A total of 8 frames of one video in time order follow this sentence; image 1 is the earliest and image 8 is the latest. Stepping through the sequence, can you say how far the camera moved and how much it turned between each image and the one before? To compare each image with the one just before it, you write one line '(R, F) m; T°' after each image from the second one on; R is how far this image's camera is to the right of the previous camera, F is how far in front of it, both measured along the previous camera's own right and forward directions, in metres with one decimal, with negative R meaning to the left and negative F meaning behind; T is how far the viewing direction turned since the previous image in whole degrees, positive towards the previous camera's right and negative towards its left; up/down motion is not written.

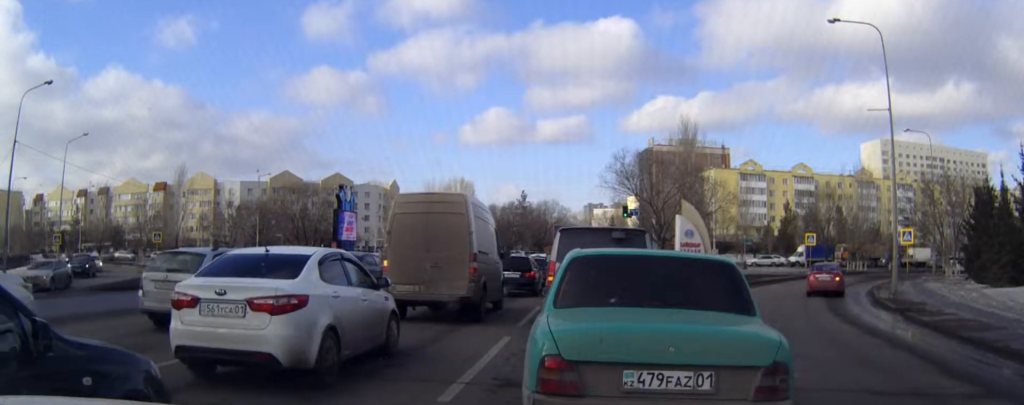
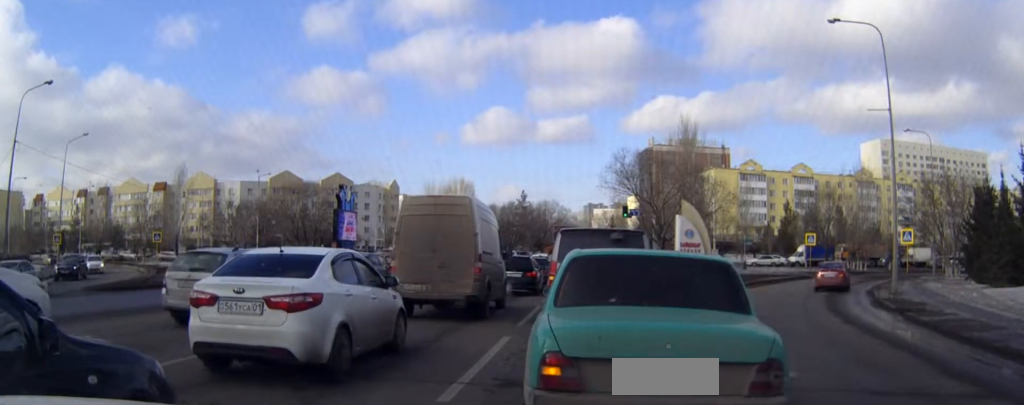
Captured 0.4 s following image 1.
(0.0, 0.0) m; 0°
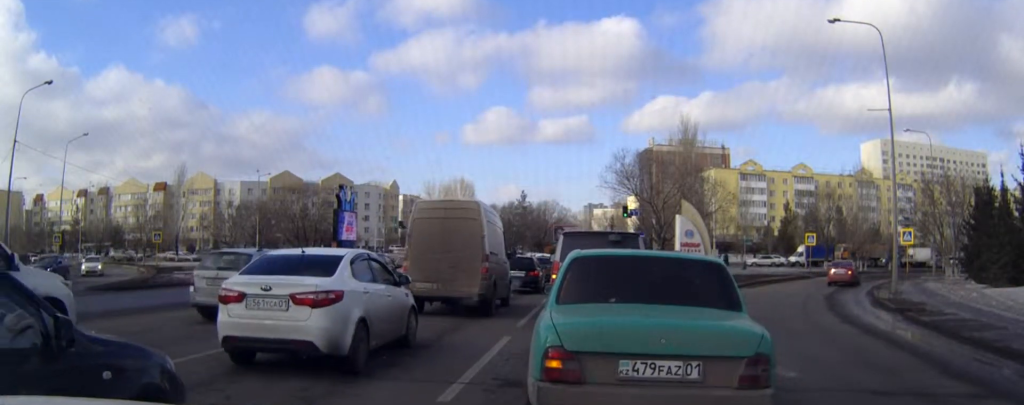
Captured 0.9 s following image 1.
(0.0, 0.0) m; 0°
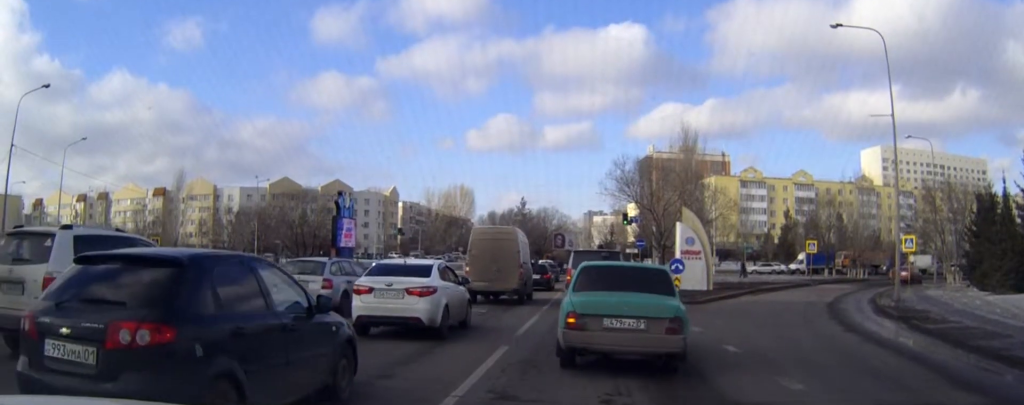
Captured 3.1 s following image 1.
(0.0, 0.0) m; 0°
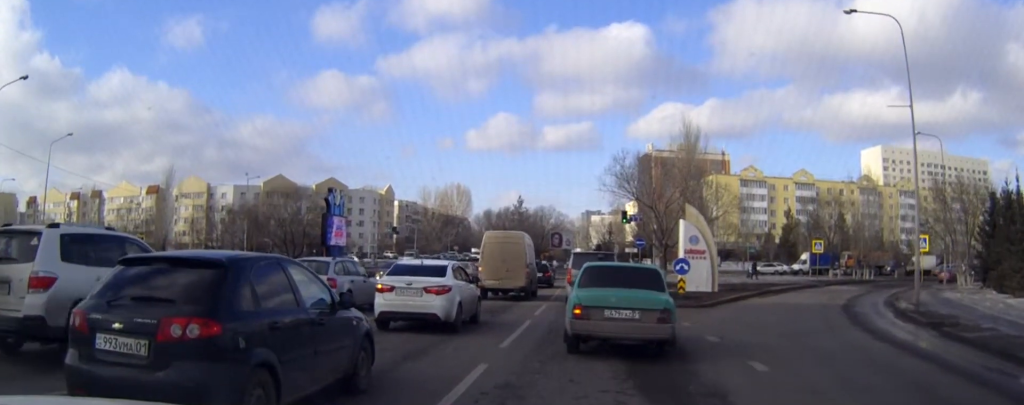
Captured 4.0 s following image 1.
(-0.1, +1.9) m; -1°
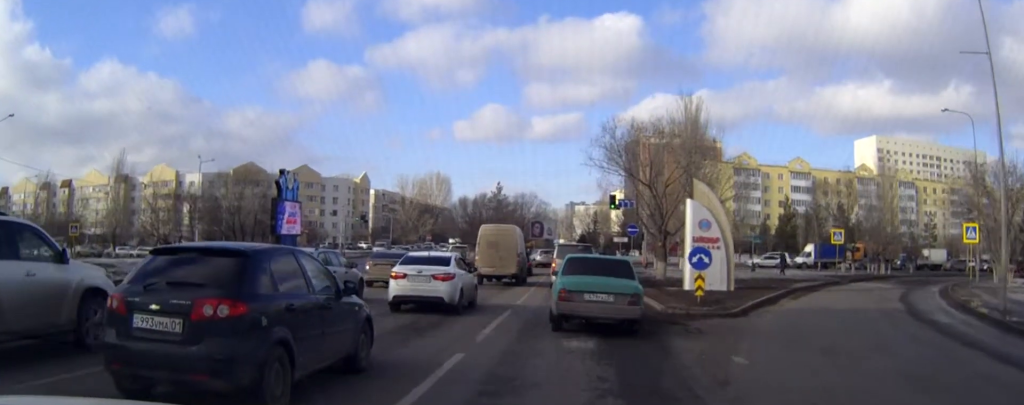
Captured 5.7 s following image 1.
(+0.1, +8.8) m; +1°
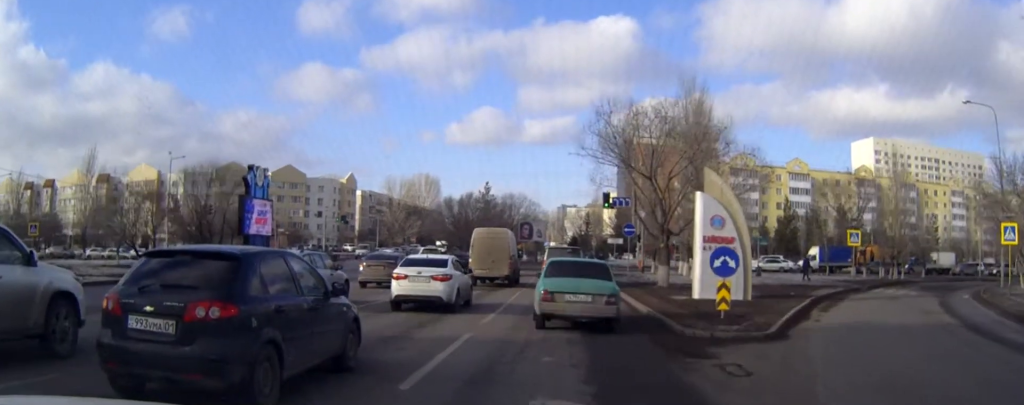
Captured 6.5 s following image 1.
(0.0, +5.5) m; 0°
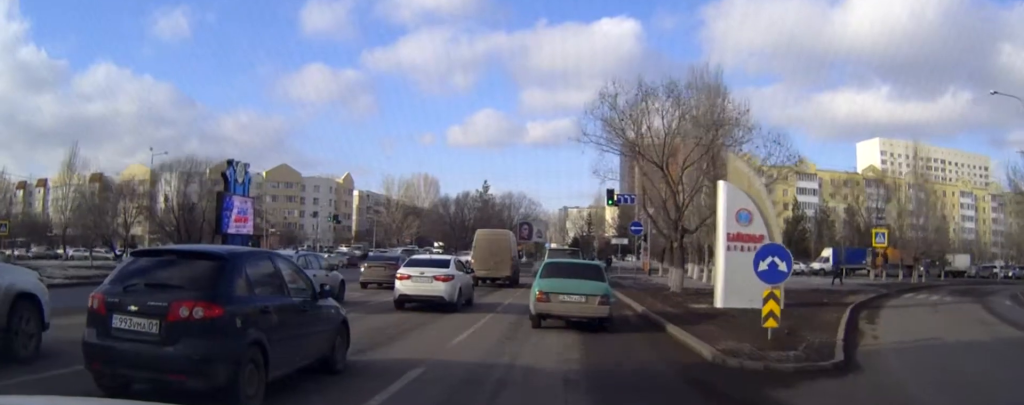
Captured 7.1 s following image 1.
(0.0, +4.4) m; 0°
